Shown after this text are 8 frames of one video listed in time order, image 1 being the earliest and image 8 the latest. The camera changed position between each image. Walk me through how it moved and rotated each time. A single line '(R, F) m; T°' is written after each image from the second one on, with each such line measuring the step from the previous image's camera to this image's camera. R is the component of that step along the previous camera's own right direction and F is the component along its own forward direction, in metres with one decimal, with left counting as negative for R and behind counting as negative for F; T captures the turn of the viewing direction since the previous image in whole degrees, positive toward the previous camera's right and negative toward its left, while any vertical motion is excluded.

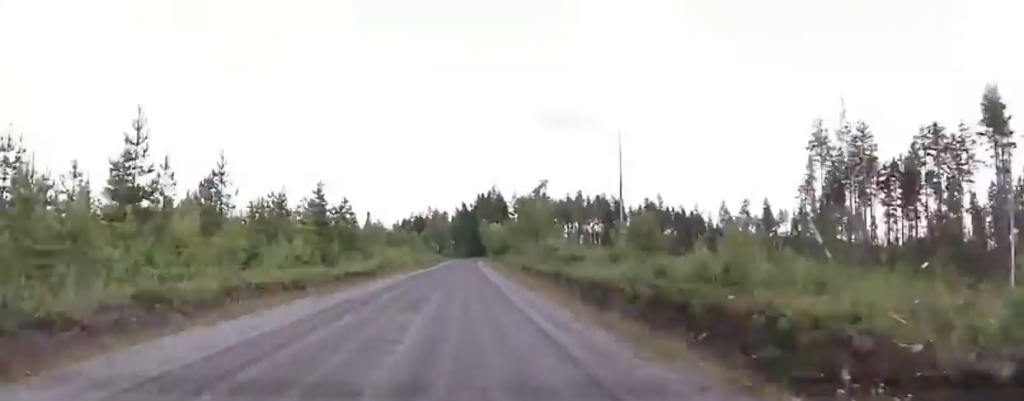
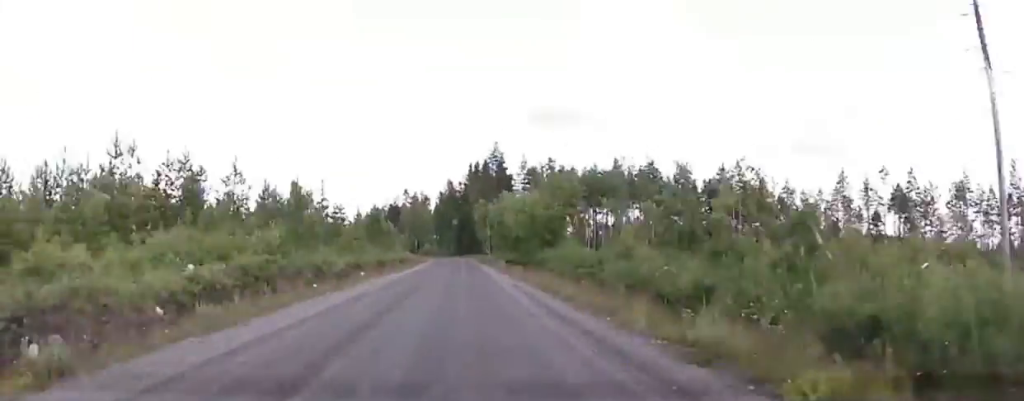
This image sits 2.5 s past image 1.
(+3.3, +59.8) m; -2°
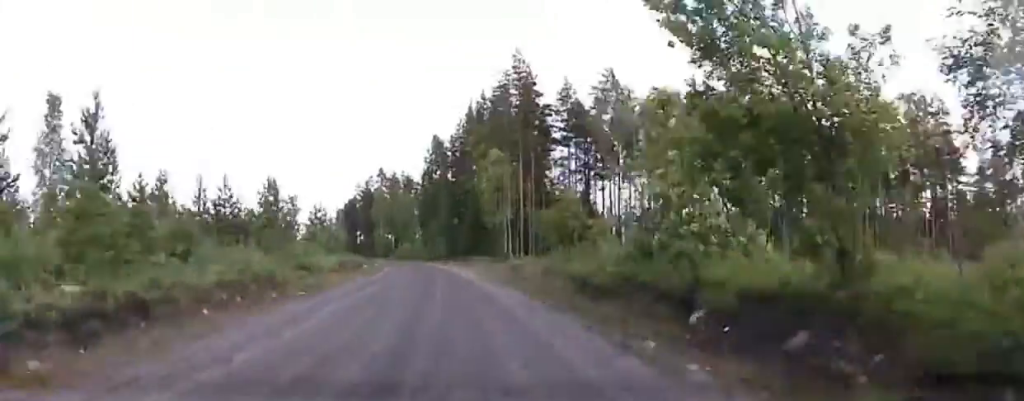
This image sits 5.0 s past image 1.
(-2.4, +60.2) m; -2°
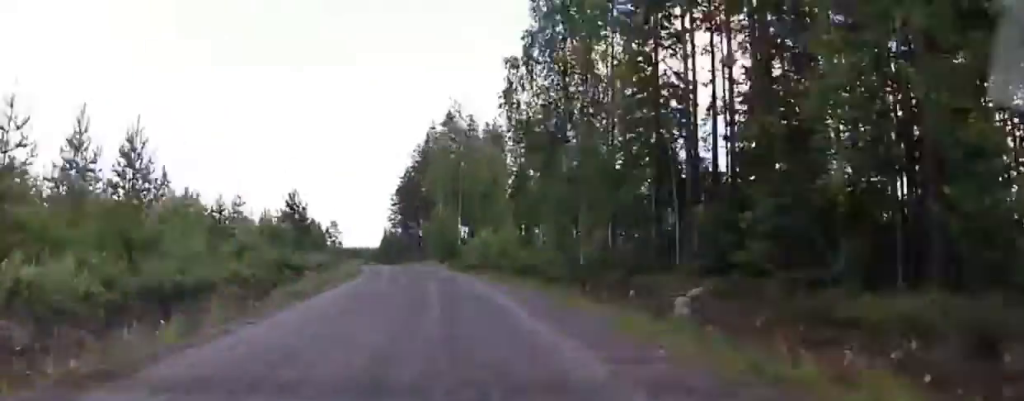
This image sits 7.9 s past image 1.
(-4.3, +70.7) m; -3°
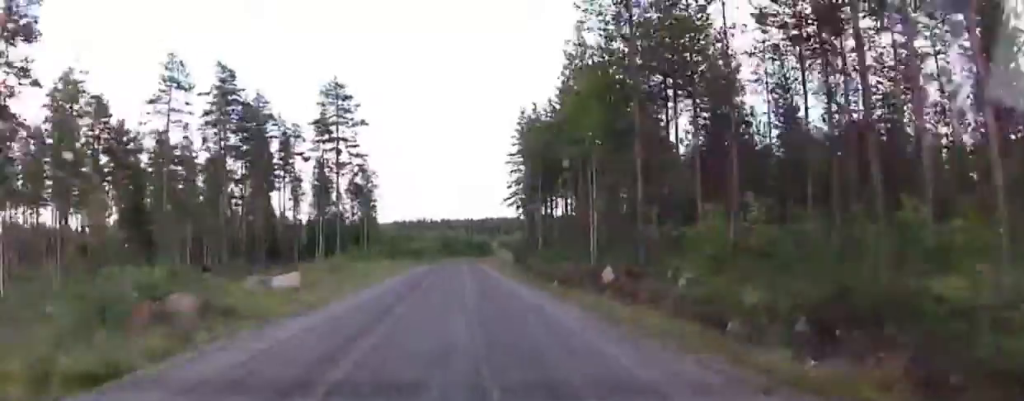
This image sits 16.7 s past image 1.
(-7.5, +214.0) m; -2°
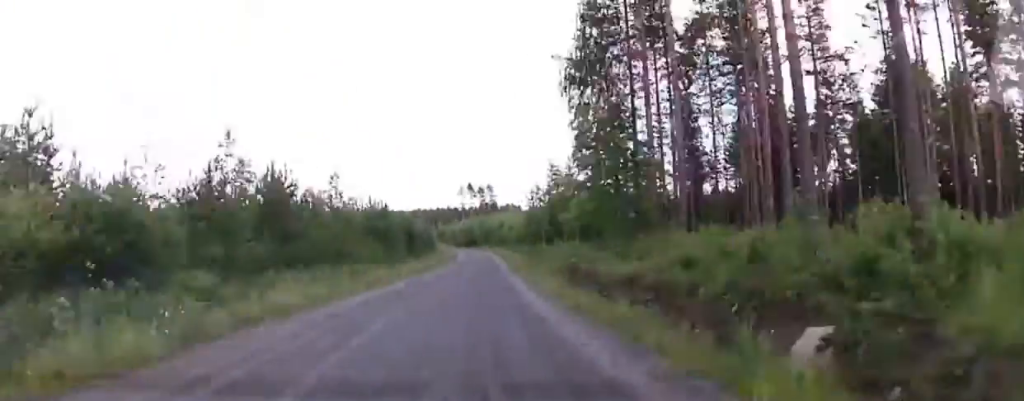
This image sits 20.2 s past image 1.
(+0.8, +85.8) m; 0°
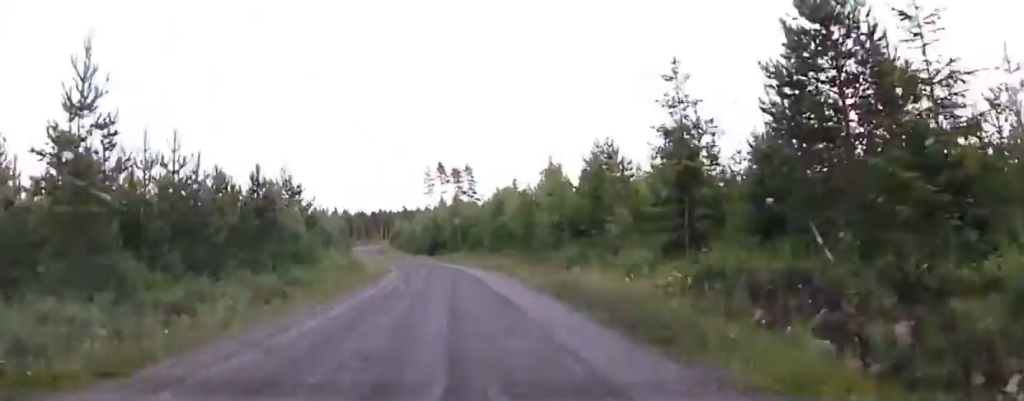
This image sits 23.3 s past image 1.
(+4.7, +74.9) m; -1°
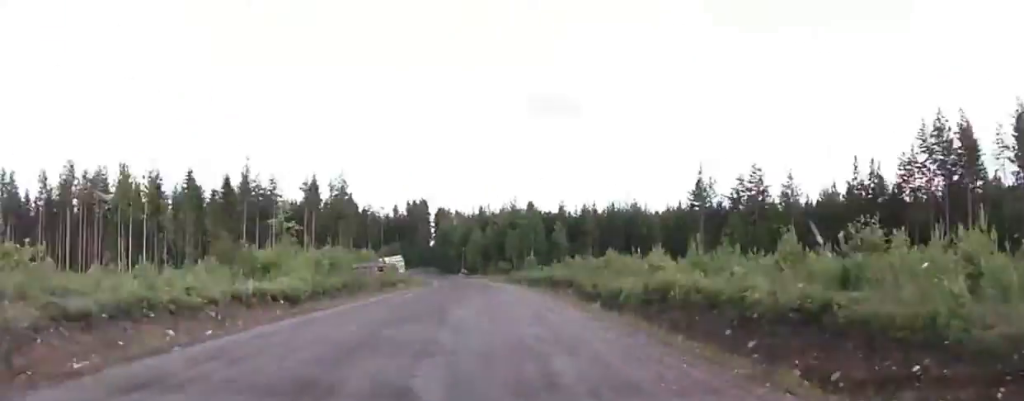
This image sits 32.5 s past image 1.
(+7.9, +207.7) m; +9°
